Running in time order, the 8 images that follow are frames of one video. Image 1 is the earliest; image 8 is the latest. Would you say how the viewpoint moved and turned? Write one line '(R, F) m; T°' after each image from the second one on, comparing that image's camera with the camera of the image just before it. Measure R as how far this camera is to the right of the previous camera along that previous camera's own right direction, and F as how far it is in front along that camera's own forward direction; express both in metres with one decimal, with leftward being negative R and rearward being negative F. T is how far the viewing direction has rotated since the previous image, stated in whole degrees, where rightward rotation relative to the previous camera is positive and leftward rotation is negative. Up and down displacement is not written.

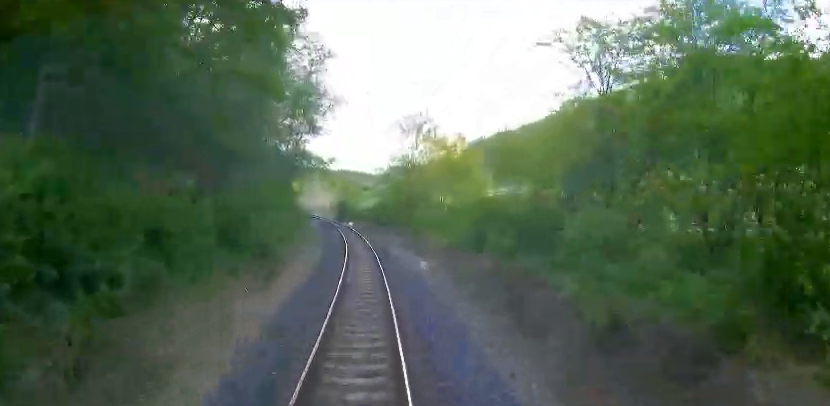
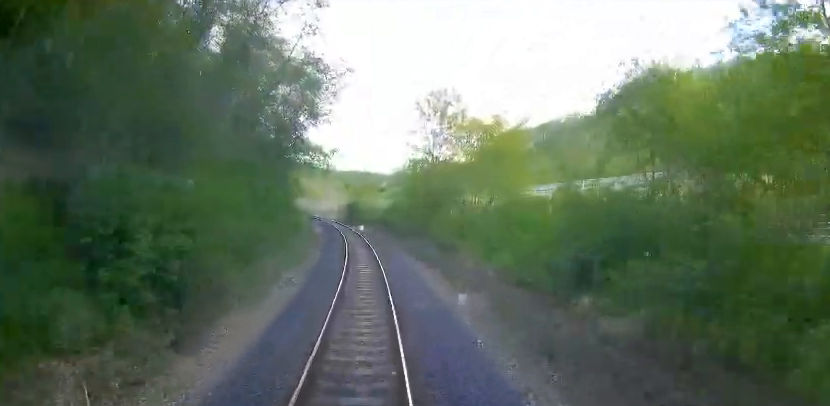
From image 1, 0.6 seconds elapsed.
(-0.2, +8.0) m; -2°
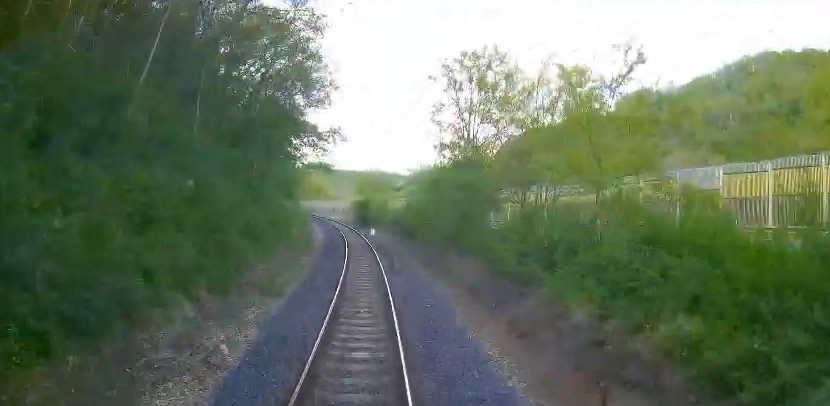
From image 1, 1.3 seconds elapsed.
(-0.1, +8.8) m; -2°
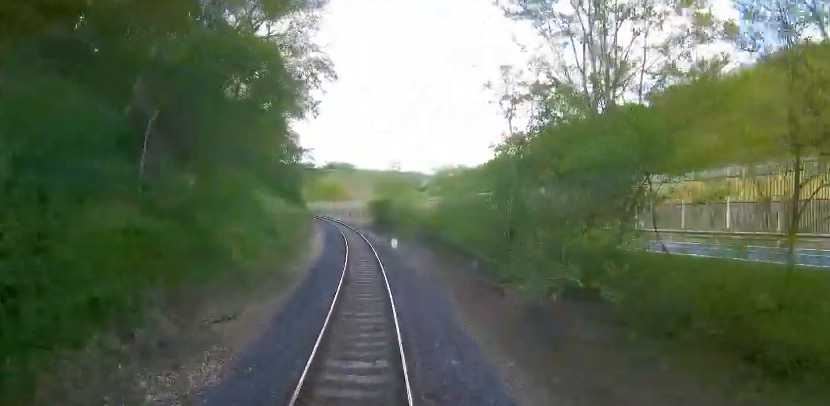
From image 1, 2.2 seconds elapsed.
(-0.4, +11.9) m; -2°
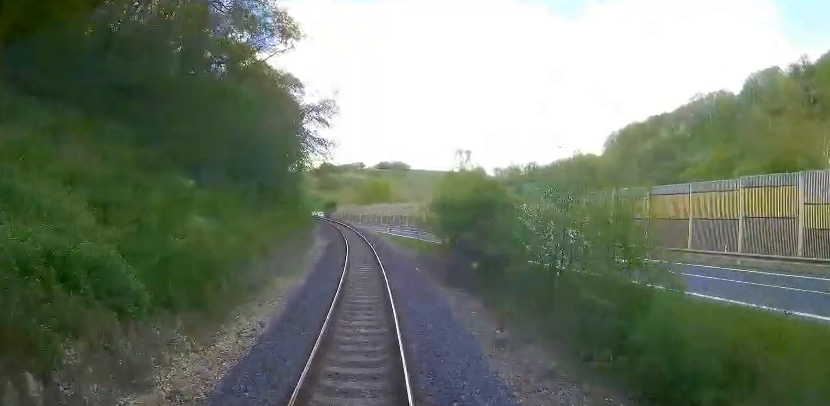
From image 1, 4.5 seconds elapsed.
(-1.9, +28.0) m; -9°
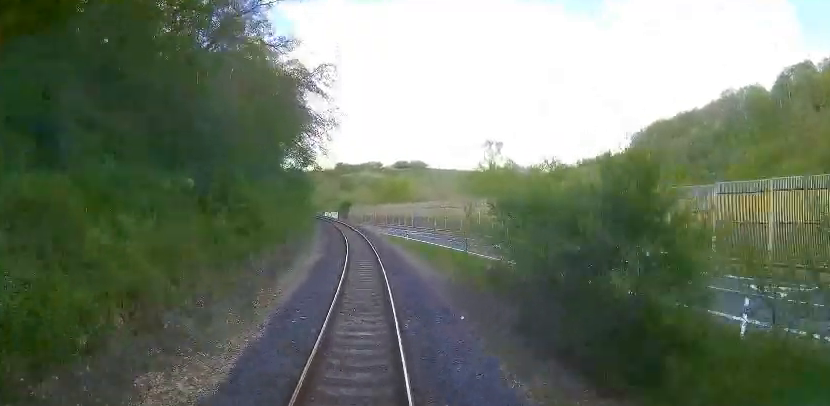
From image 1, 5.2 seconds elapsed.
(-0.3, +9.6) m; -2°
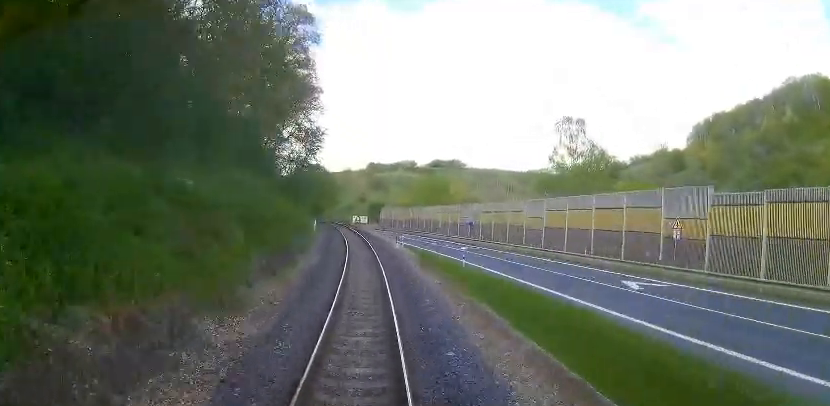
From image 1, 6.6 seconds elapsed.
(-0.3, +18.7) m; -4°
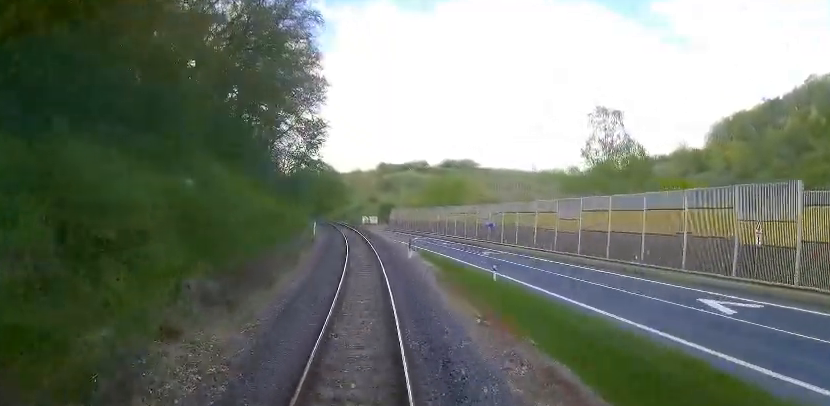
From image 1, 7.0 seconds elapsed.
(+0.1, +5.8) m; -2°
